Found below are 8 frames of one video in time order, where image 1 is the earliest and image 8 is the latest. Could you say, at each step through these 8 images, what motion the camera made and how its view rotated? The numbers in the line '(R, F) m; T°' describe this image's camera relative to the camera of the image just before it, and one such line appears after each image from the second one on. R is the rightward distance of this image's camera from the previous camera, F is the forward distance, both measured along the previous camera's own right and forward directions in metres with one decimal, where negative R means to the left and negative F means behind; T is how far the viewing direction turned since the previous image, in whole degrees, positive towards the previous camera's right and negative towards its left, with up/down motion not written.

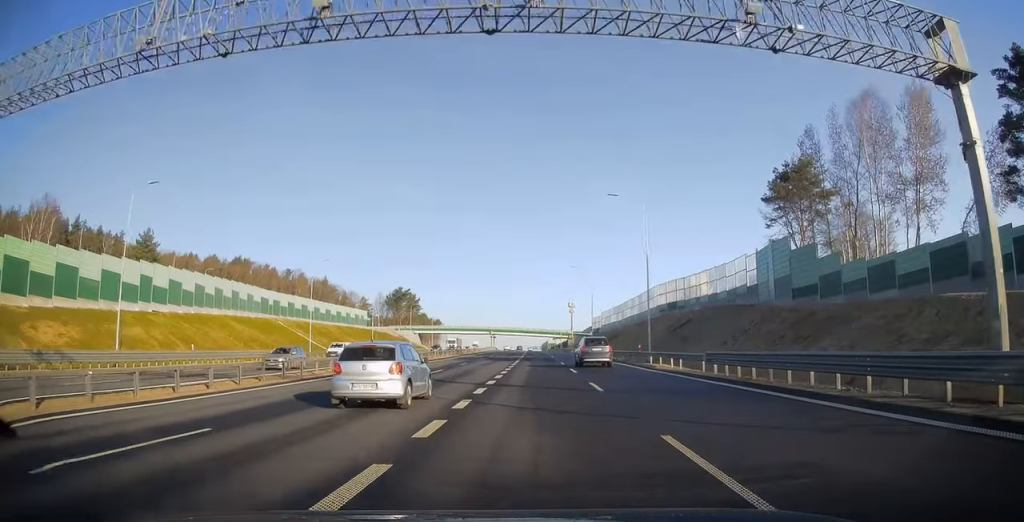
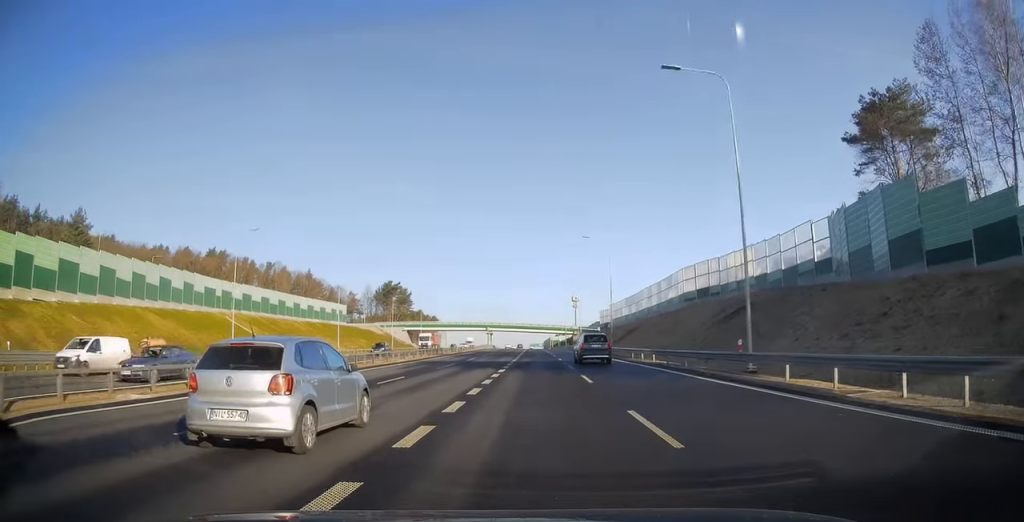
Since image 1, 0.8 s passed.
(+0.1, +21.1) m; 0°
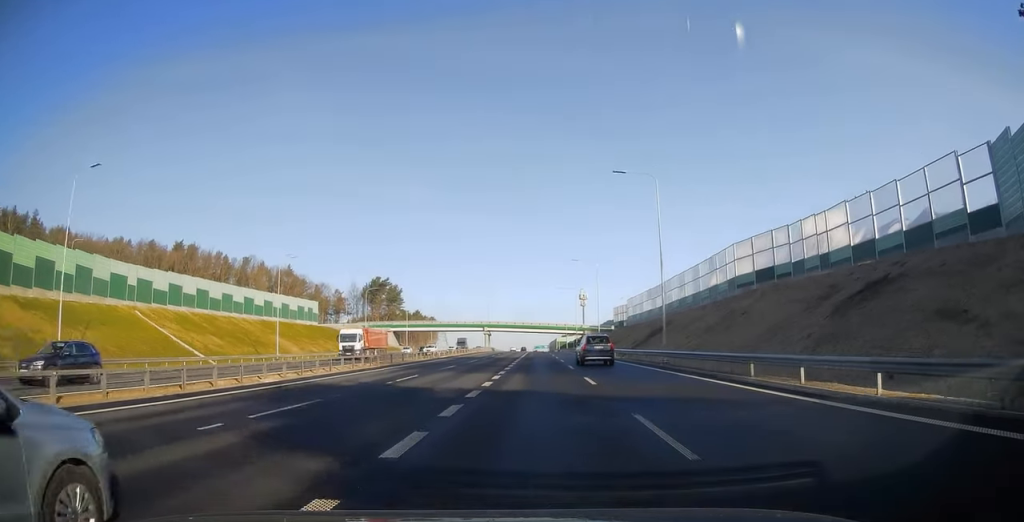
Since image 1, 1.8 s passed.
(0.0, +24.9) m; -1°
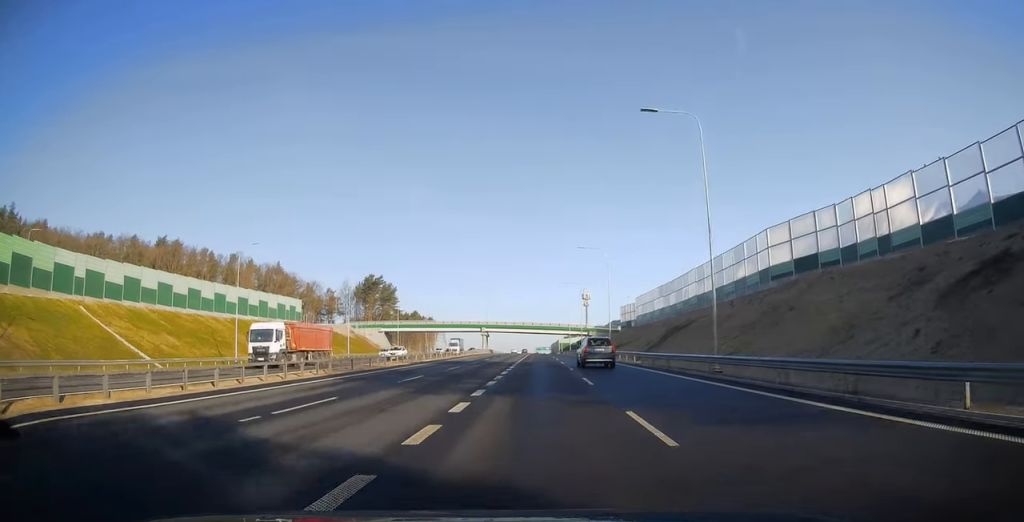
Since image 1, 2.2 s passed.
(+0.1, +11.0) m; 0°
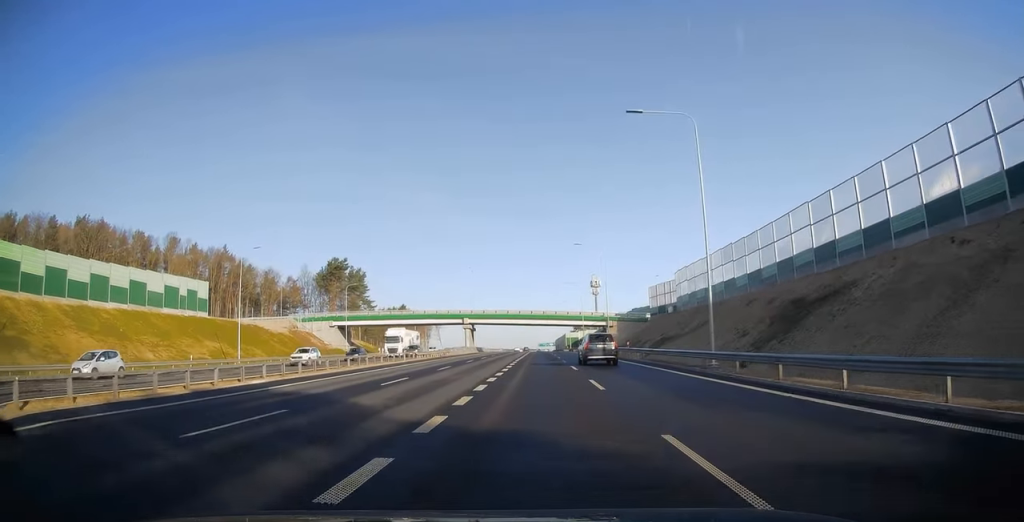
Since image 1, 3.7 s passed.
(-0.4, +39.5) m; 0°
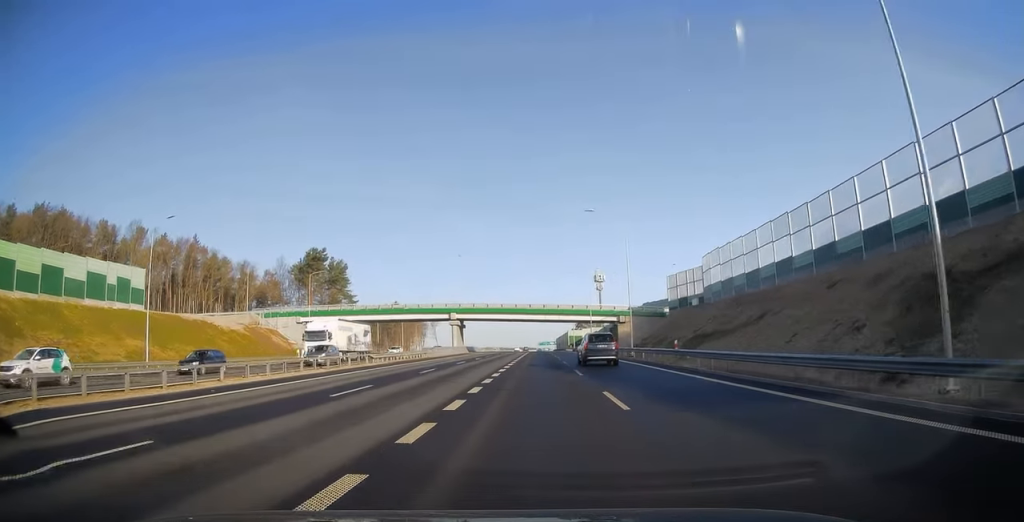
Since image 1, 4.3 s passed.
(+0.1, +16.9) m; 0°
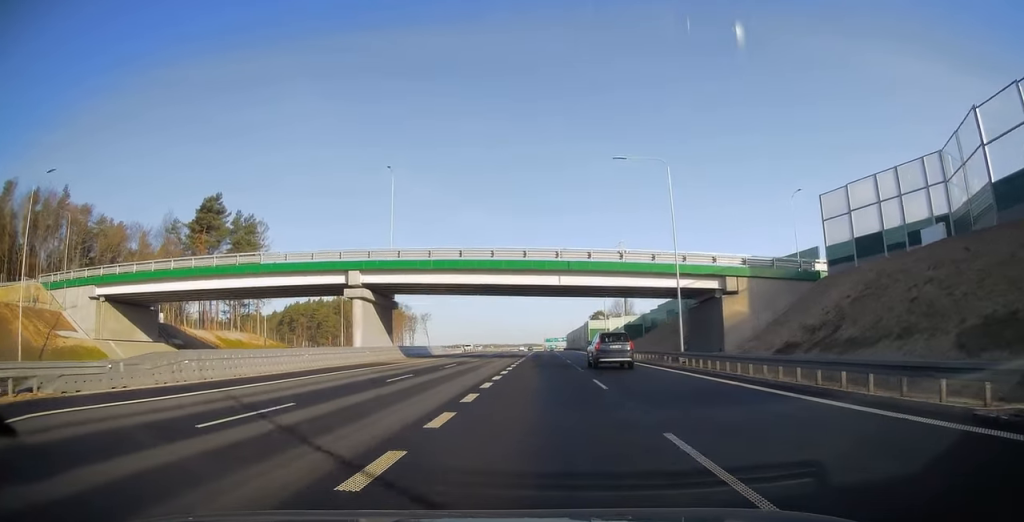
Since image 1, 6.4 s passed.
(-0.2, +55.0) m; 0°
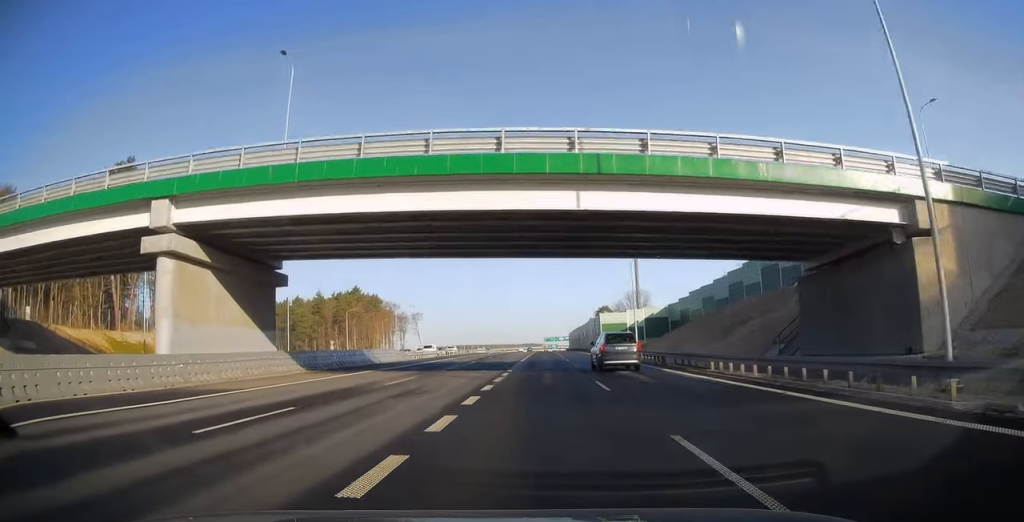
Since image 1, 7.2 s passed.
(0.0, +24.3) m; 0°
